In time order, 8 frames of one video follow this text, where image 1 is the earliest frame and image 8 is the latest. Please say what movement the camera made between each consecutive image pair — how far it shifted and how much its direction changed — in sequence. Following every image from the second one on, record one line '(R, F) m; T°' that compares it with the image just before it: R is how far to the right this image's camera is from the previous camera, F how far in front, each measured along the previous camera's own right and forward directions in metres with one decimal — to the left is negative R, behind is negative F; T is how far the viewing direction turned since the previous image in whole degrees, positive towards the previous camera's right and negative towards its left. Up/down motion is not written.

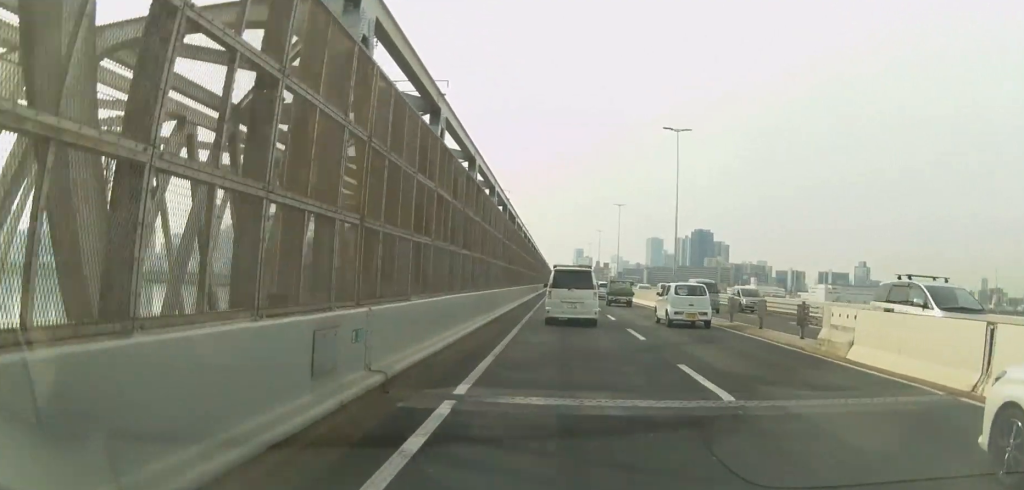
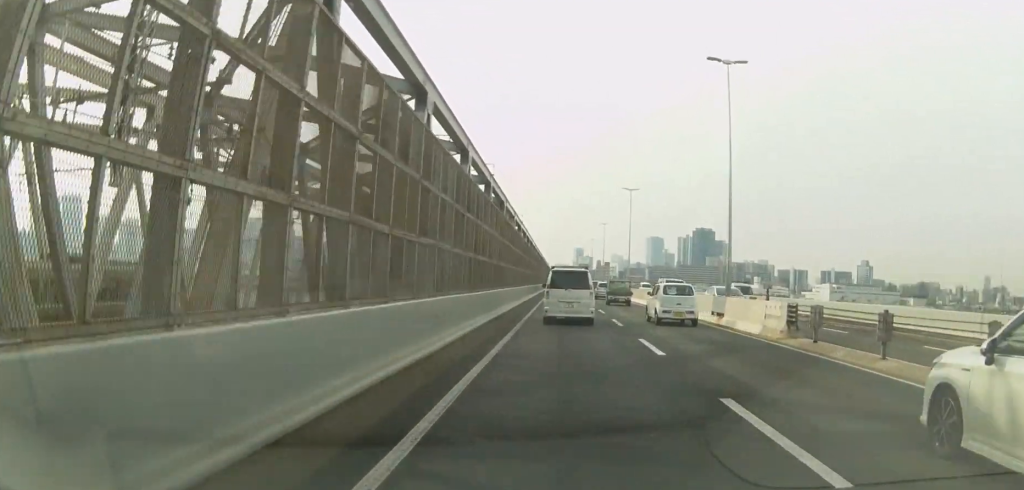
(+0.4, +12.5) m; +3°
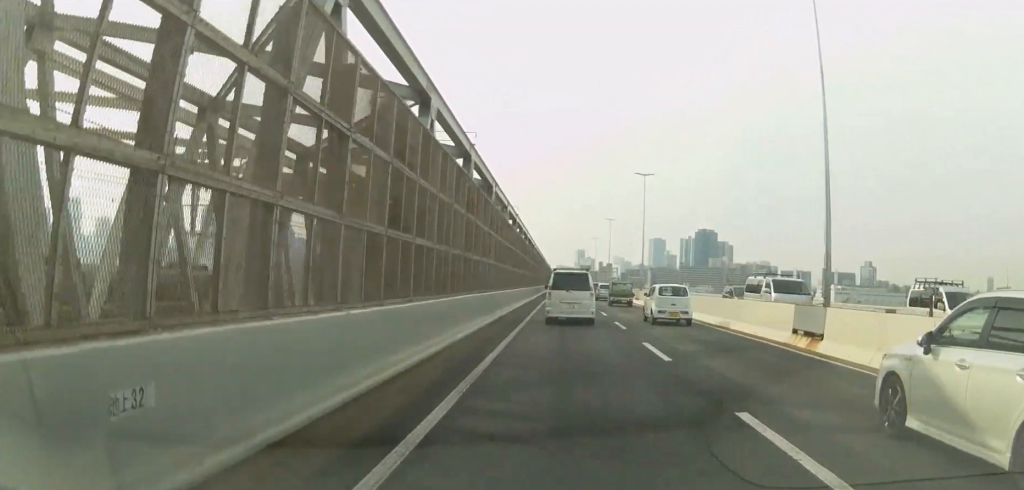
(0.0, +10.0) m; 0°
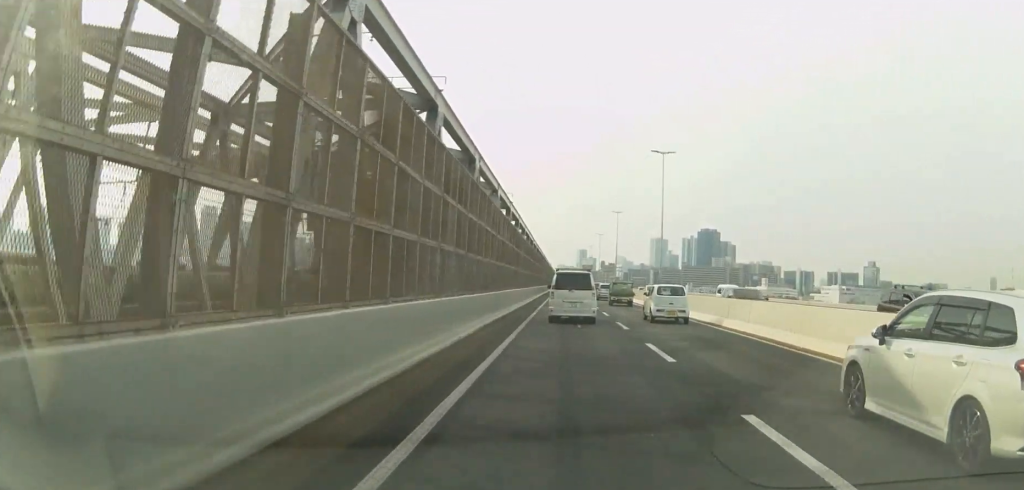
(0.0, +9.6) m; -2°
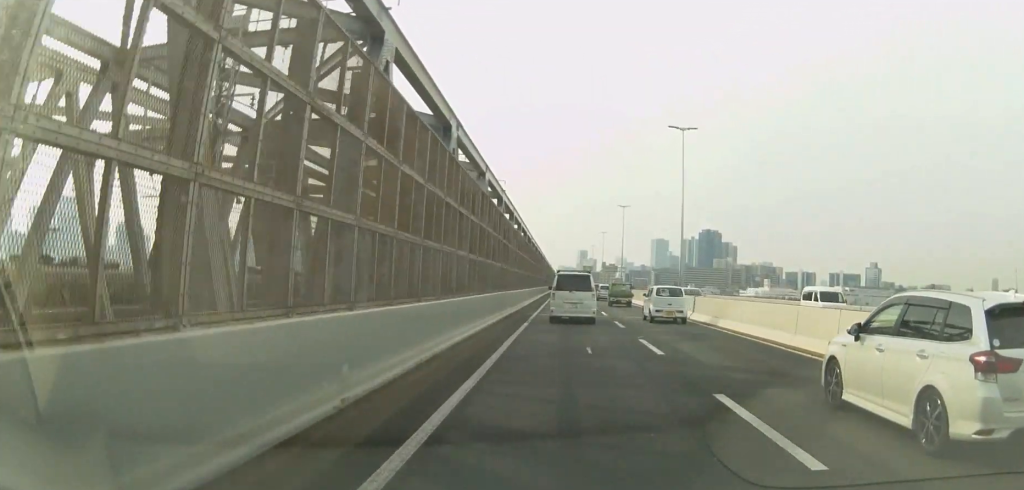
(-0.2, +7.7) m; +1°
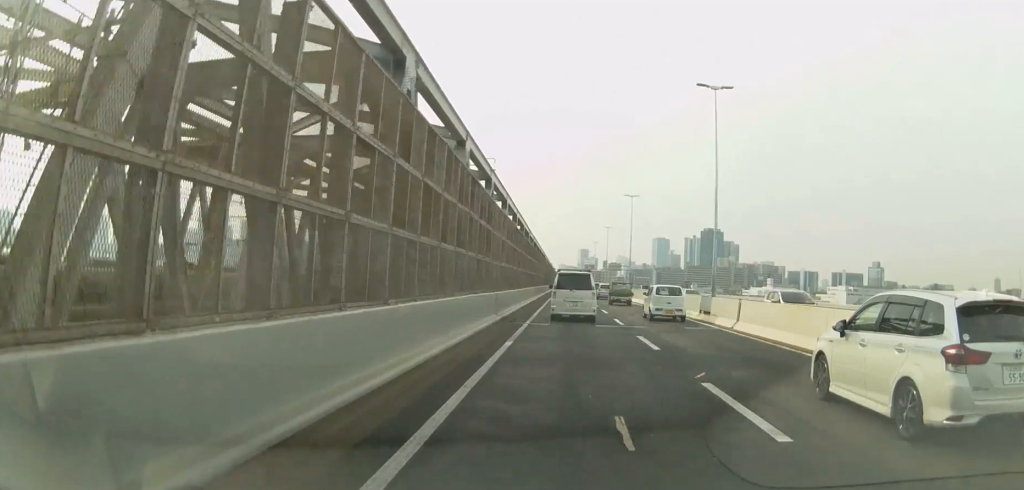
(+0.2, +8.1) m; 0°
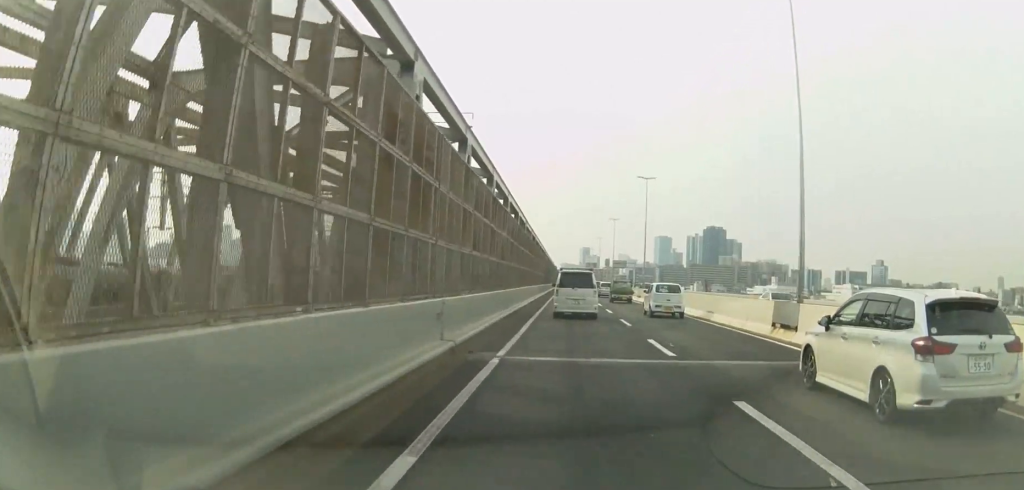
(0.0, +10.8) m; -1°
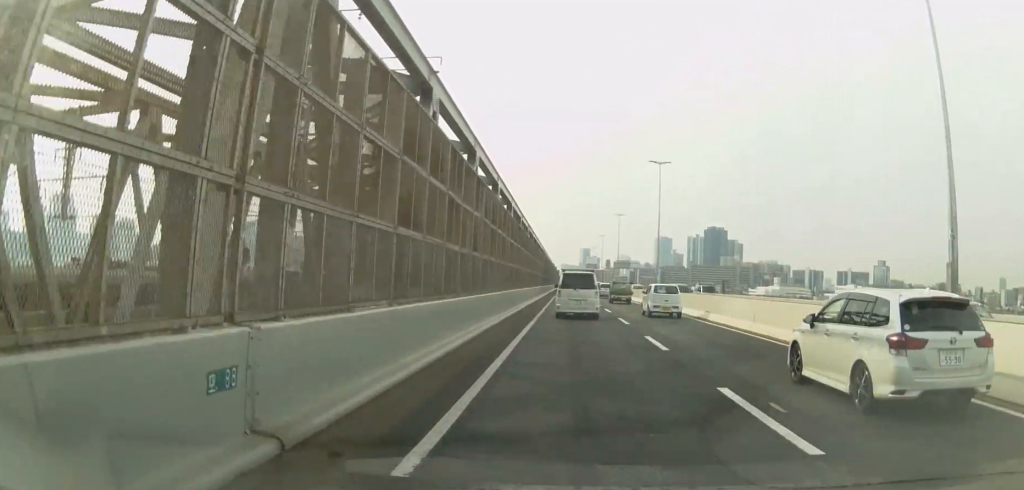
(-0.2, +8.1) m; -1°
